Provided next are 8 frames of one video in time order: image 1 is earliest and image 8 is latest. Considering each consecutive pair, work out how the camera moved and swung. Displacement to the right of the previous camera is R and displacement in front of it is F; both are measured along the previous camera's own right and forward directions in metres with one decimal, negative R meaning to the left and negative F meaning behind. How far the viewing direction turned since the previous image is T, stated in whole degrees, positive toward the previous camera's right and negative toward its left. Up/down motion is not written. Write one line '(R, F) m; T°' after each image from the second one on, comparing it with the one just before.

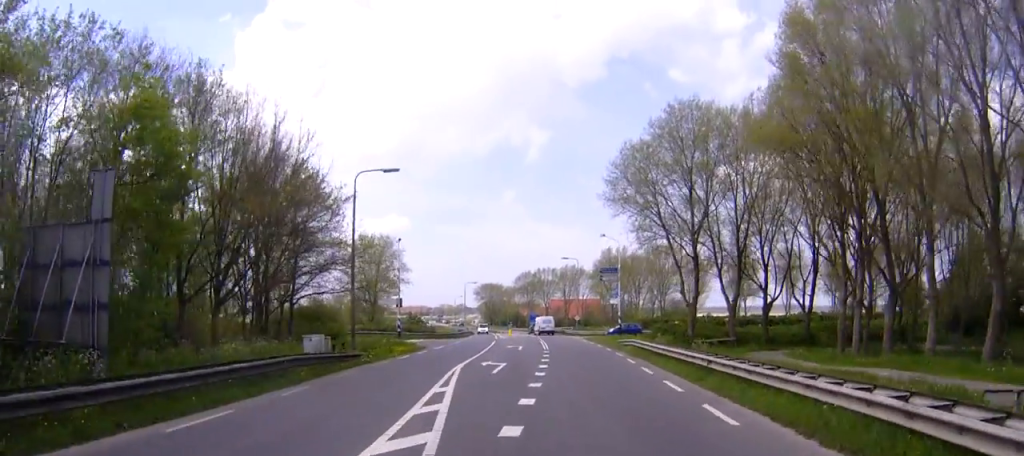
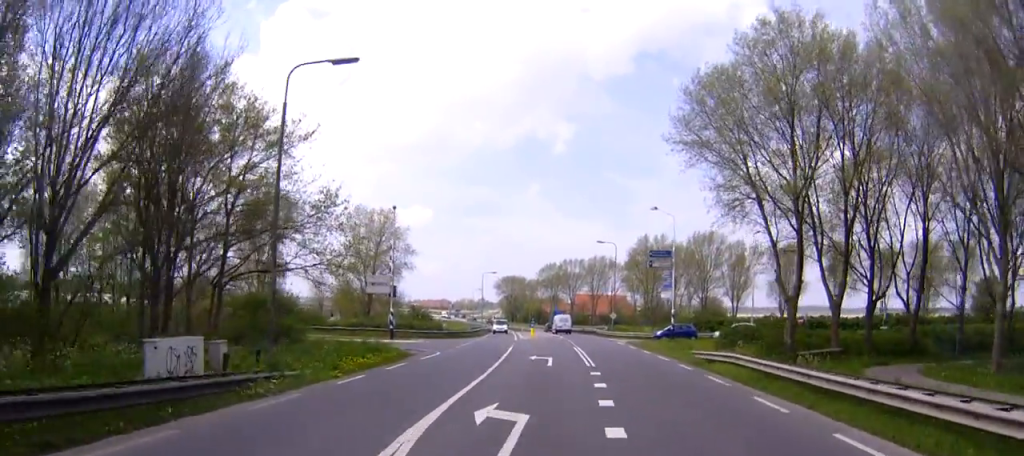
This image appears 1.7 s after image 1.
(-0.3, +15.7) m; -2°
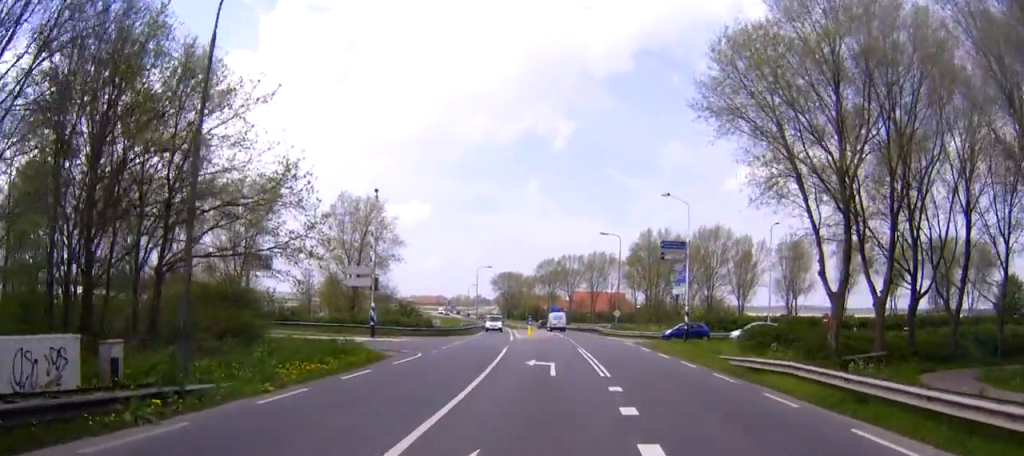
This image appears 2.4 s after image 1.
(-0.1, +5.9) m; 0°
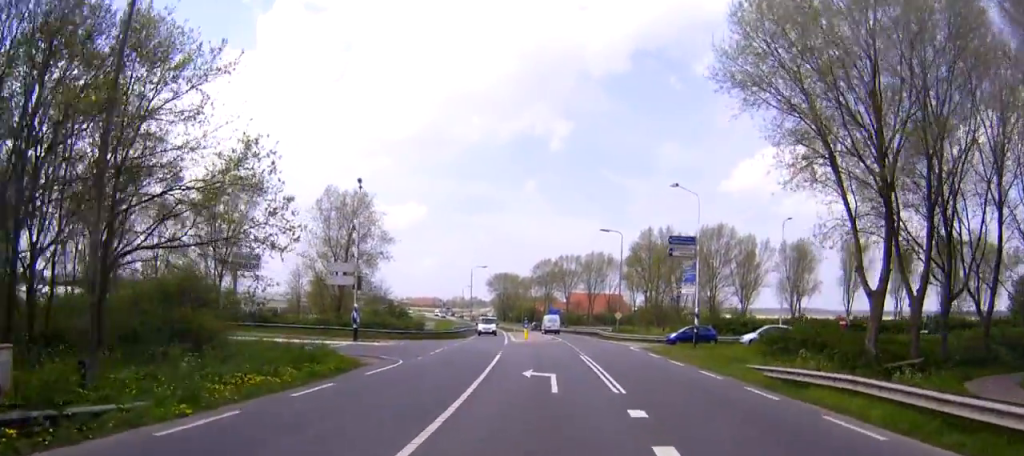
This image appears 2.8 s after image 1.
(0.0, +4.0) m; +1°
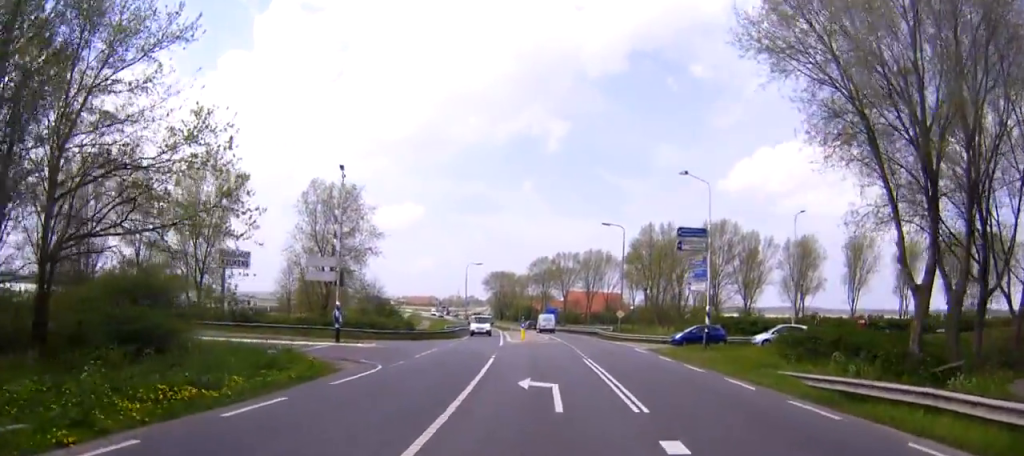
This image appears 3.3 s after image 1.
(0.0, +3.7) m; +1°
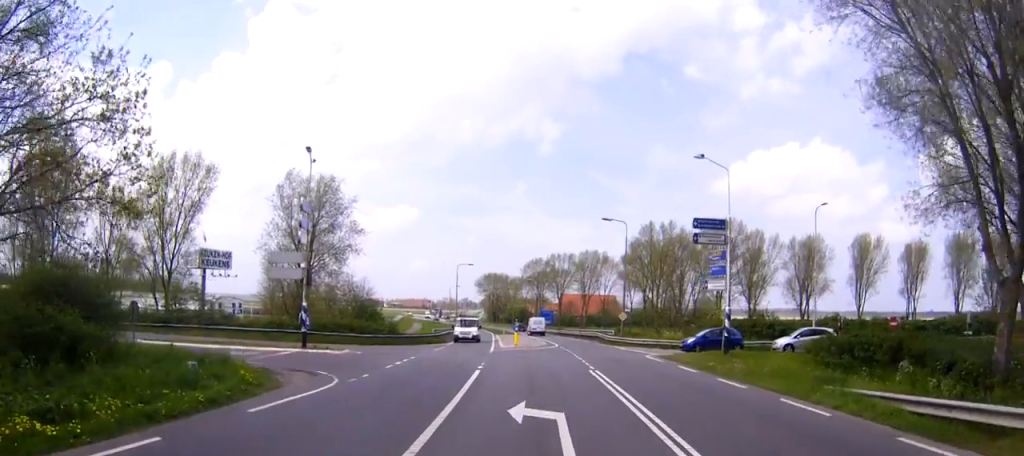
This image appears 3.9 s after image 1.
(+0.1, +5.5) m; +2°
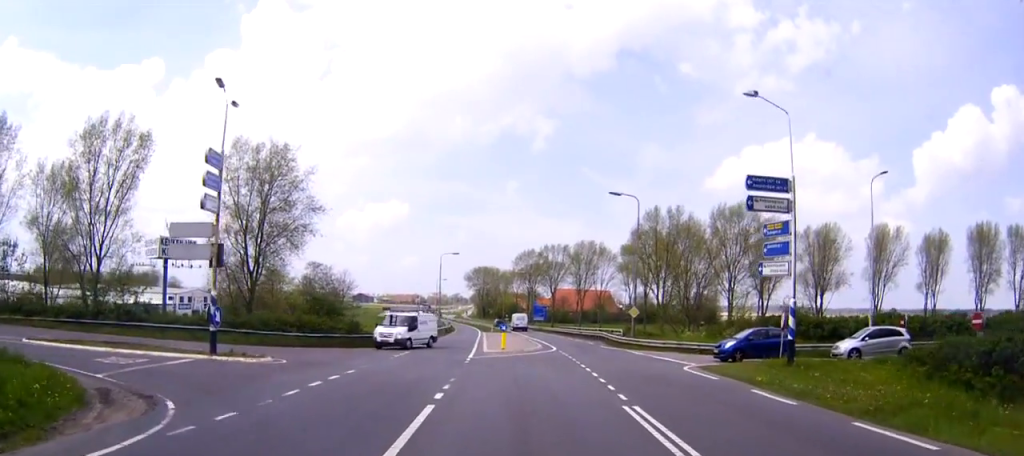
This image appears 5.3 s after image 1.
(+0.5, +10.6) m; +3°
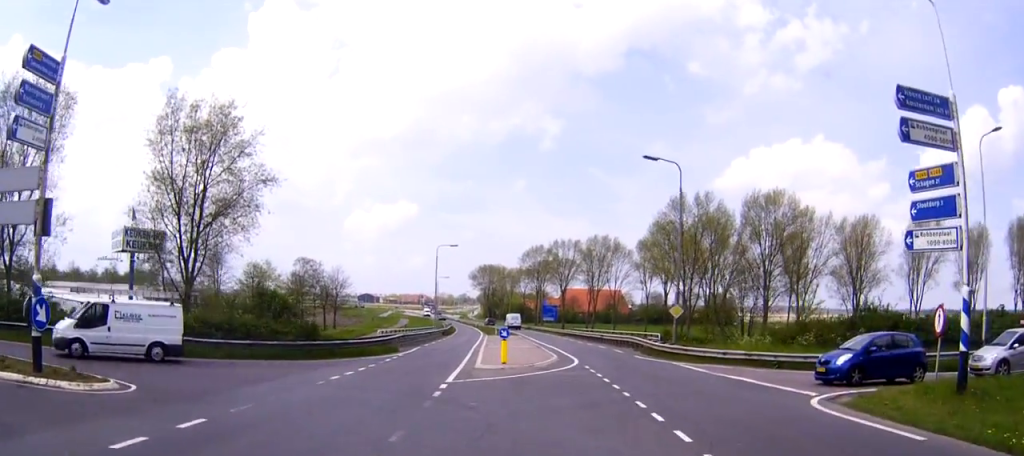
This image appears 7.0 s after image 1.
(-0.4, +11.8) m; -5°
